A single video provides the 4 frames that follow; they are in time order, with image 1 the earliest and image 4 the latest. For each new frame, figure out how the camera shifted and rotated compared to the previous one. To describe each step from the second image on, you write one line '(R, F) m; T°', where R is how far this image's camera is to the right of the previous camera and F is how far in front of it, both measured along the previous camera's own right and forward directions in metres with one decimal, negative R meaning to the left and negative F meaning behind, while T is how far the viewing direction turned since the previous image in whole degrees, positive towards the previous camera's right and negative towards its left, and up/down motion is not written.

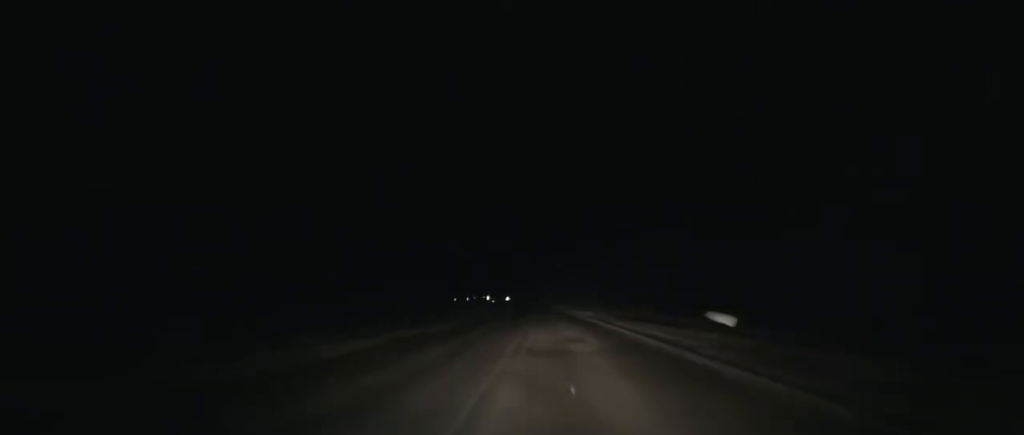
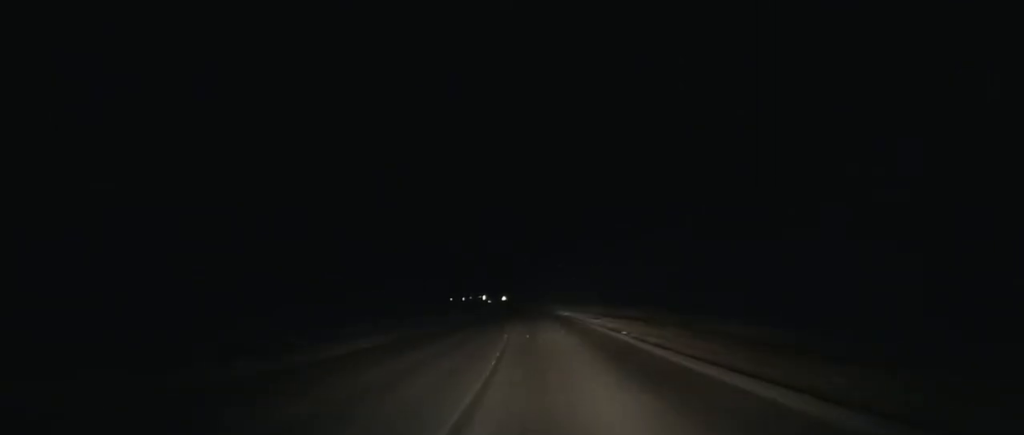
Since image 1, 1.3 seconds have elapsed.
(0.0, +29.0) m; -1°
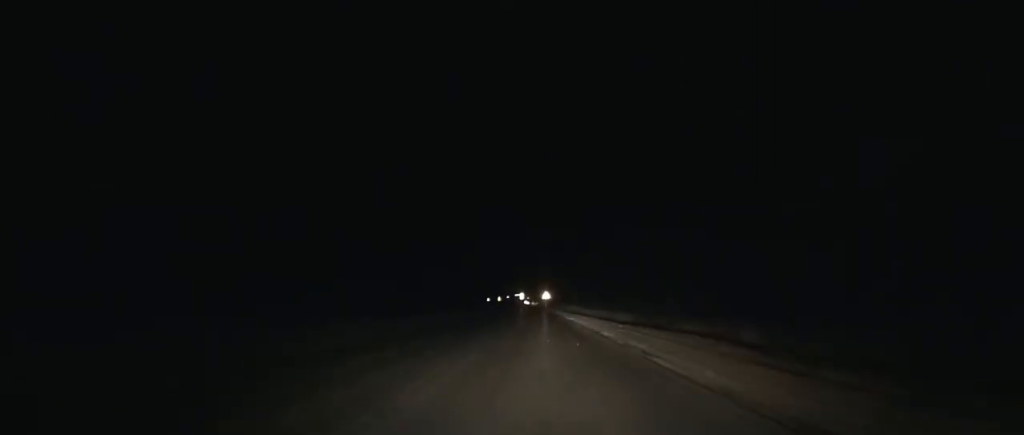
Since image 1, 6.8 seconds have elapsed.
(-5.0, +116.5) m; -5°
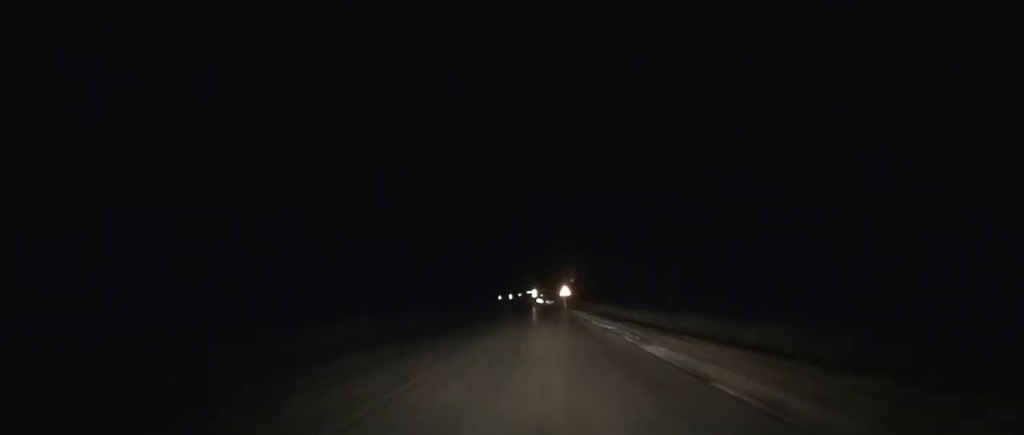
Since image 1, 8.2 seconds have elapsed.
(-0.2, +28.8) m; -1°
